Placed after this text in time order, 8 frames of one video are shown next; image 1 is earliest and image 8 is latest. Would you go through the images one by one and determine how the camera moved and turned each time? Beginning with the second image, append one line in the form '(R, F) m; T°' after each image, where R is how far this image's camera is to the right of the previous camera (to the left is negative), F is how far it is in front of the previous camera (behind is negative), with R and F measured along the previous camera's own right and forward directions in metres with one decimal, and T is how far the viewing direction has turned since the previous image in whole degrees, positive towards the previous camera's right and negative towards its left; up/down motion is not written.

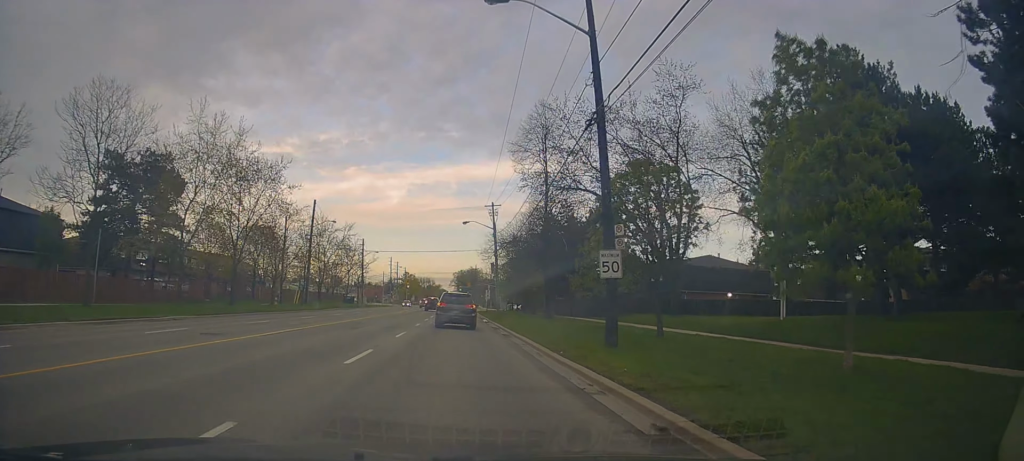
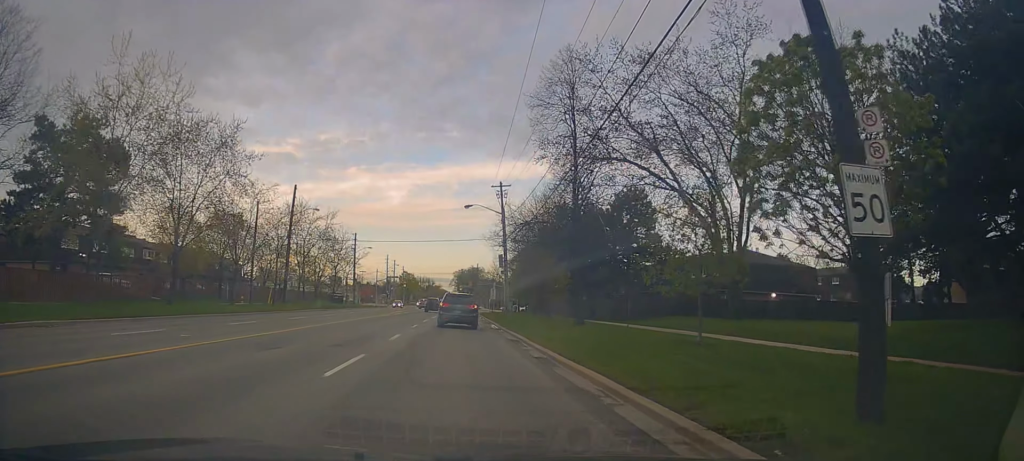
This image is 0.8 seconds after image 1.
(0.0, +10.5) m; 0°
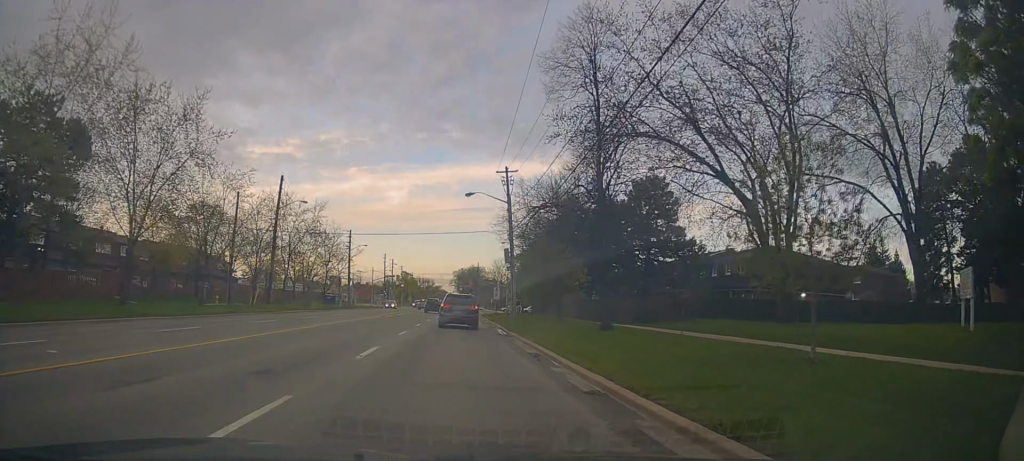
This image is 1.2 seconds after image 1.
(0.0, +5.6) m; 0°
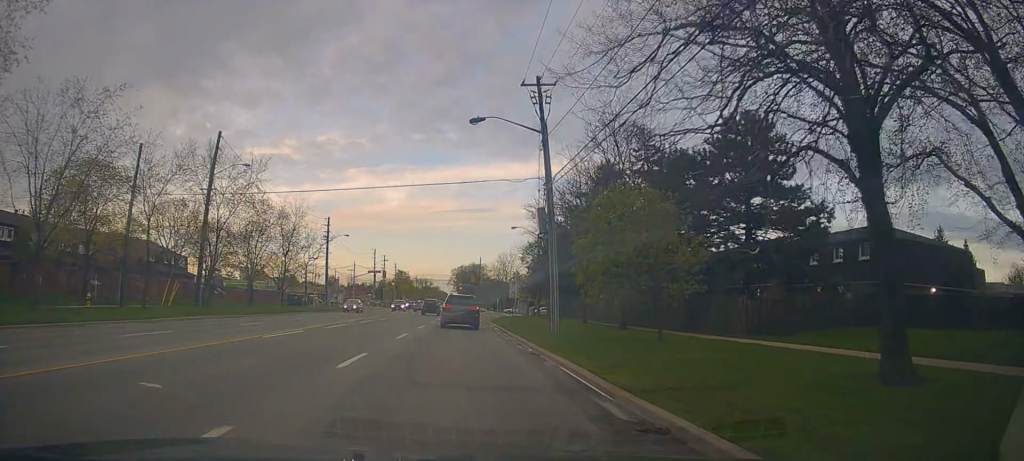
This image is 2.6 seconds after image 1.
(0.0, +17.7) m; +1°
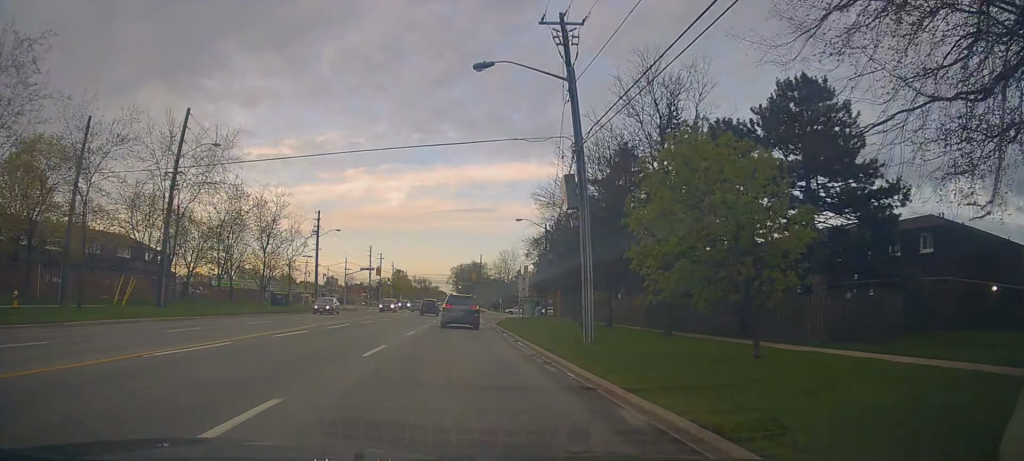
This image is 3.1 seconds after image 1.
(0.0, +6.0) m; +1°
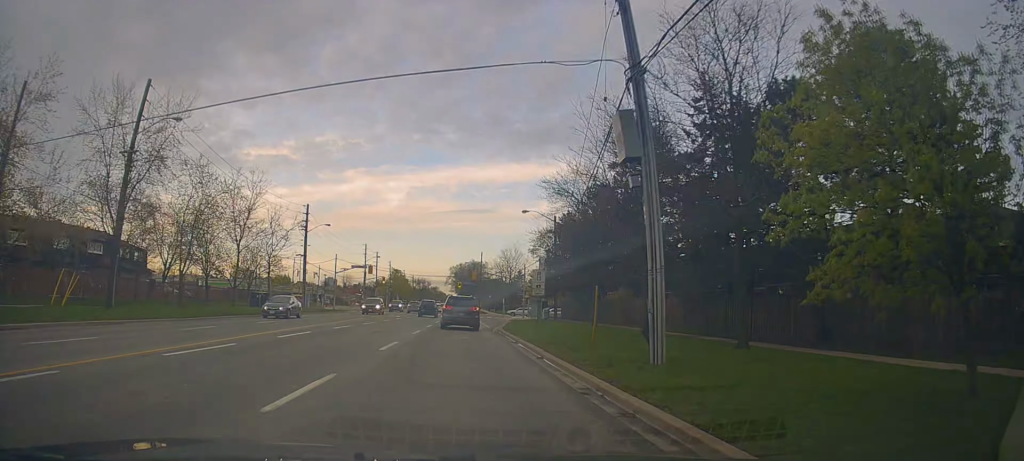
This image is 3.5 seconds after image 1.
(0.0, +6.5) m; +1°
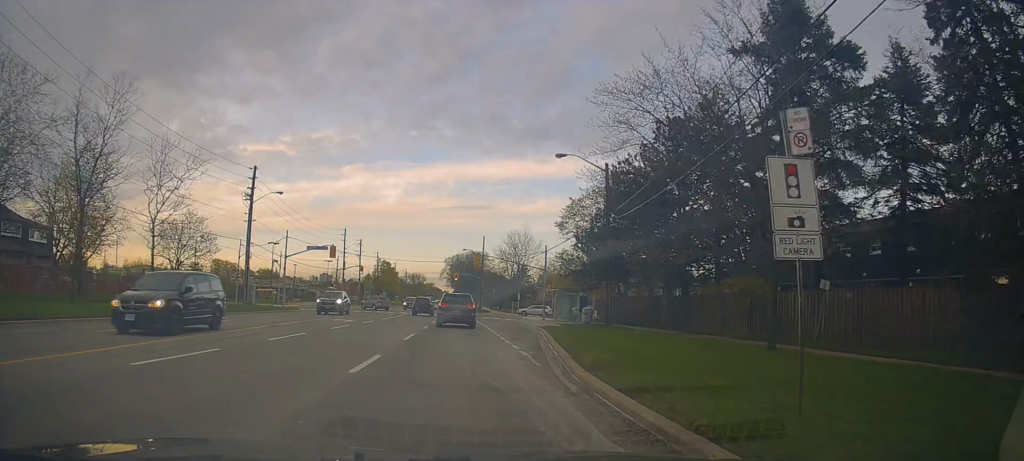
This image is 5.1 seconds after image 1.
(+0.1, +20.9) m; -1°
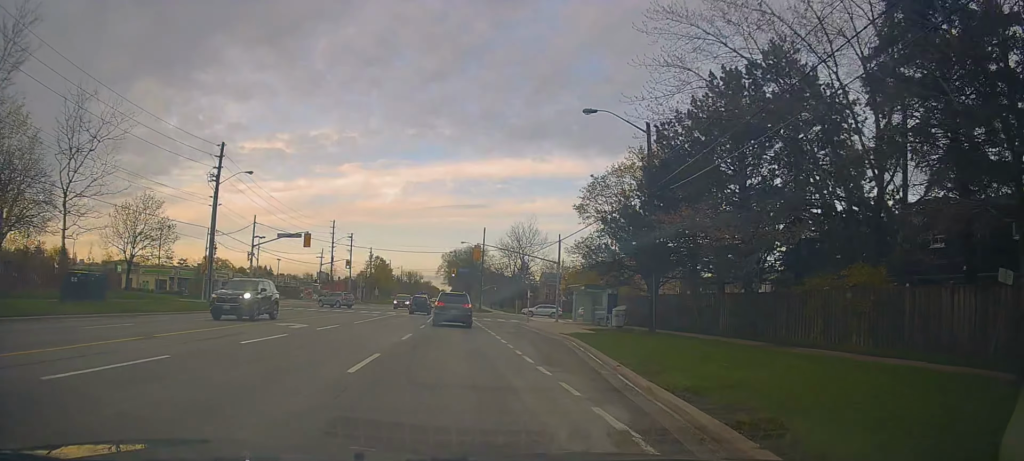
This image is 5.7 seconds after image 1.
(-0.3, +8.8) m; 0°
